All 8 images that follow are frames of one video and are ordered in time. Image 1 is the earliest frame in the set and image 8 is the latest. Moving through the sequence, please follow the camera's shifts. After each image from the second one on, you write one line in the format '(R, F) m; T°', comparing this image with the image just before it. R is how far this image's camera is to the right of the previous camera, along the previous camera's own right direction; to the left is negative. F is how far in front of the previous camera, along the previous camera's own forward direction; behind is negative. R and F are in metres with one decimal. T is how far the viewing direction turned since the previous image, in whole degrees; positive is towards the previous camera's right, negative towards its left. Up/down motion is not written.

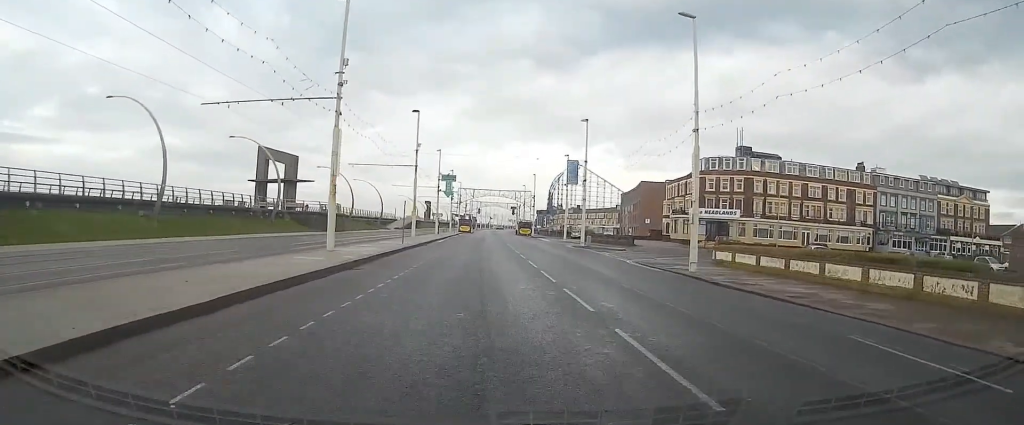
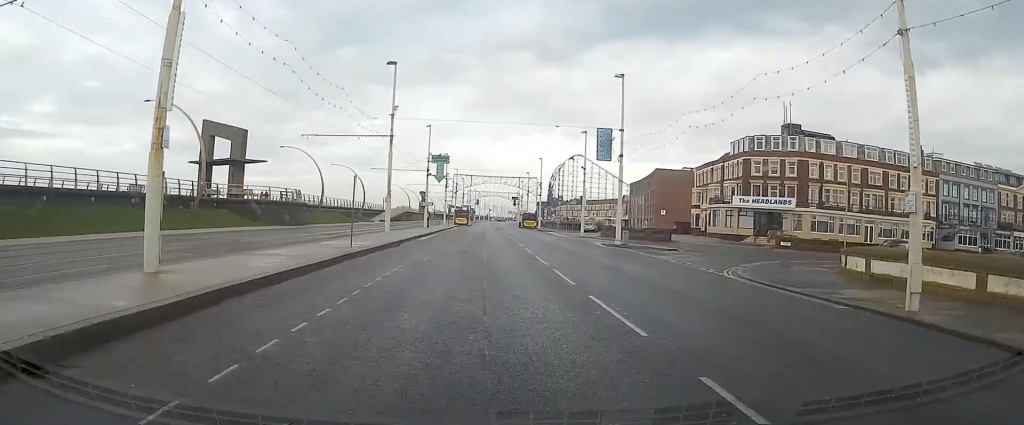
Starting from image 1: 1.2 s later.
(+0.1, +15.1) m; +1°
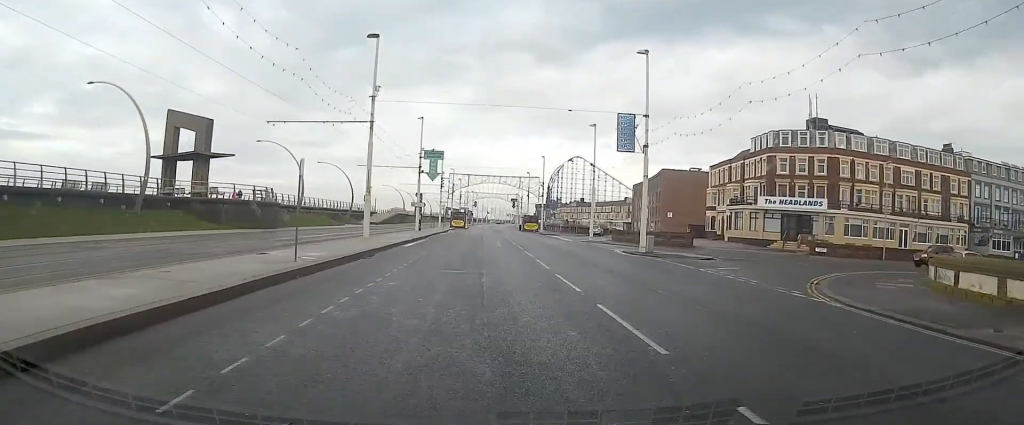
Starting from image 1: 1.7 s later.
(0.0, +6.9) m; 0°
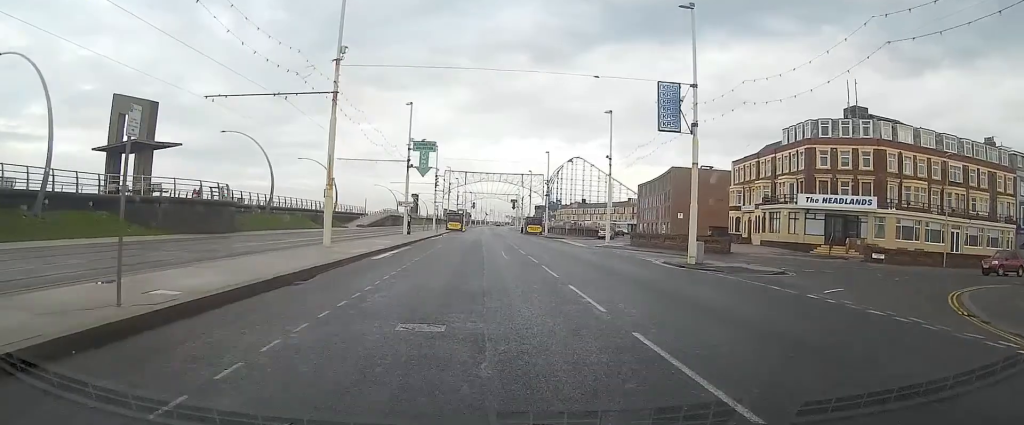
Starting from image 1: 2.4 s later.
(0.0, +8.5) m; +1°
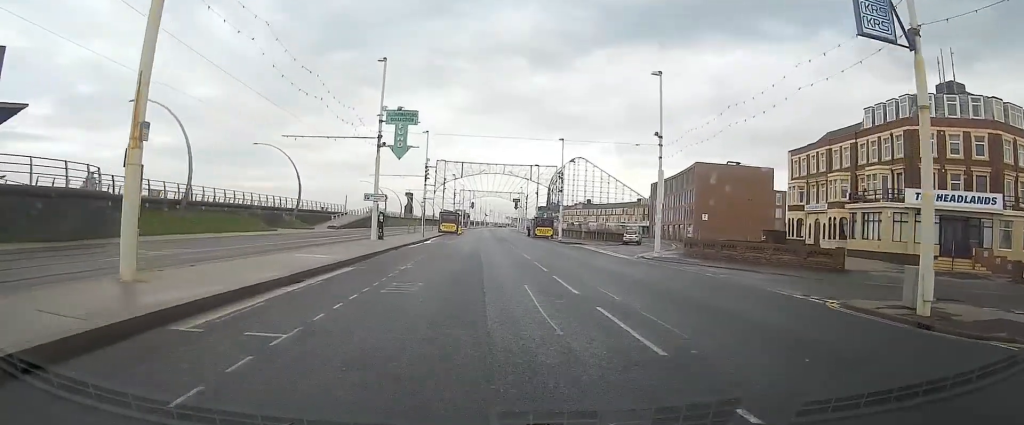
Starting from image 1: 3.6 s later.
(+0.2, +15.3) m; +1°
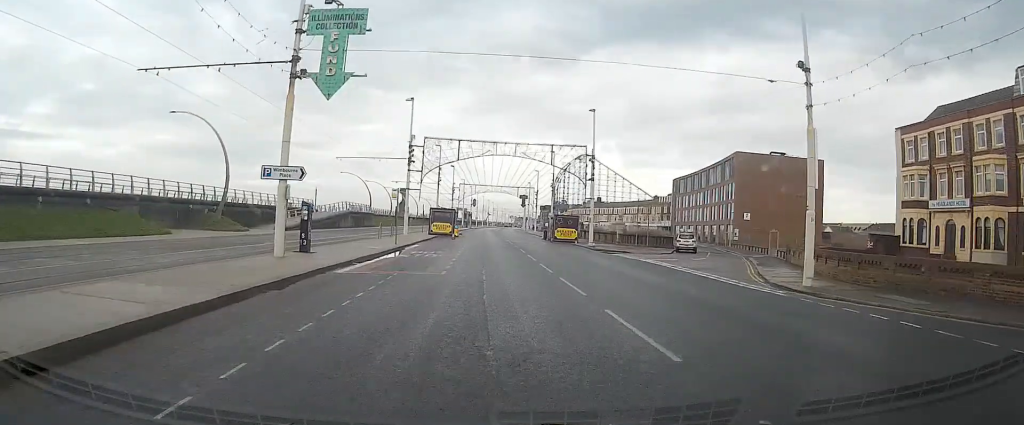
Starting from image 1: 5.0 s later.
(0.0, +18.4) m; -1°
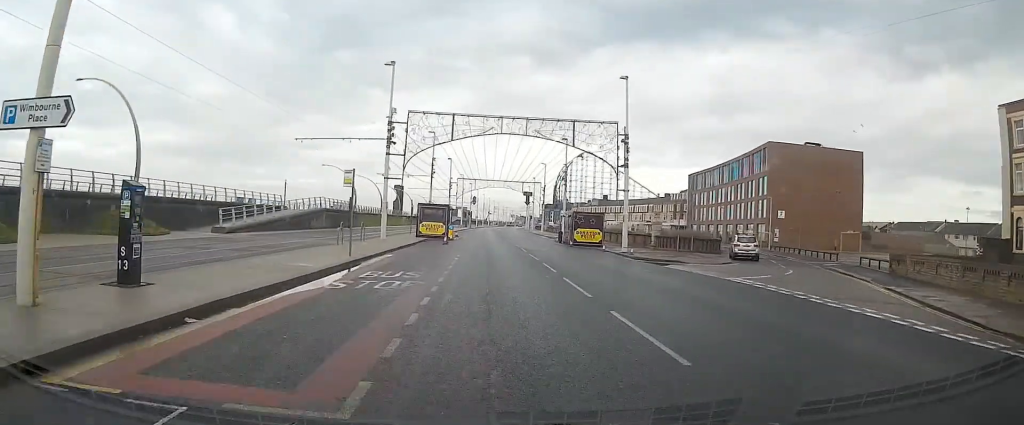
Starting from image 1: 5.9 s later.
(-0.2, +12.2) m; -1°
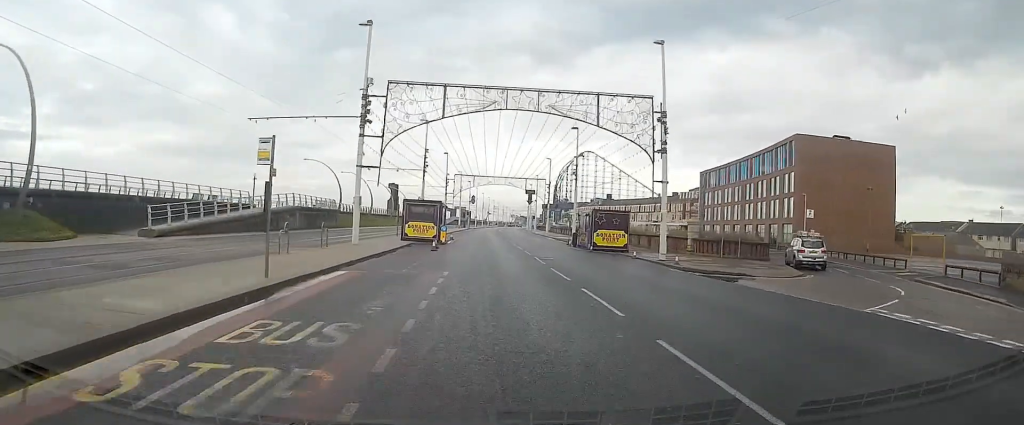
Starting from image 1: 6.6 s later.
(0.0, +8.7) m; 0°
